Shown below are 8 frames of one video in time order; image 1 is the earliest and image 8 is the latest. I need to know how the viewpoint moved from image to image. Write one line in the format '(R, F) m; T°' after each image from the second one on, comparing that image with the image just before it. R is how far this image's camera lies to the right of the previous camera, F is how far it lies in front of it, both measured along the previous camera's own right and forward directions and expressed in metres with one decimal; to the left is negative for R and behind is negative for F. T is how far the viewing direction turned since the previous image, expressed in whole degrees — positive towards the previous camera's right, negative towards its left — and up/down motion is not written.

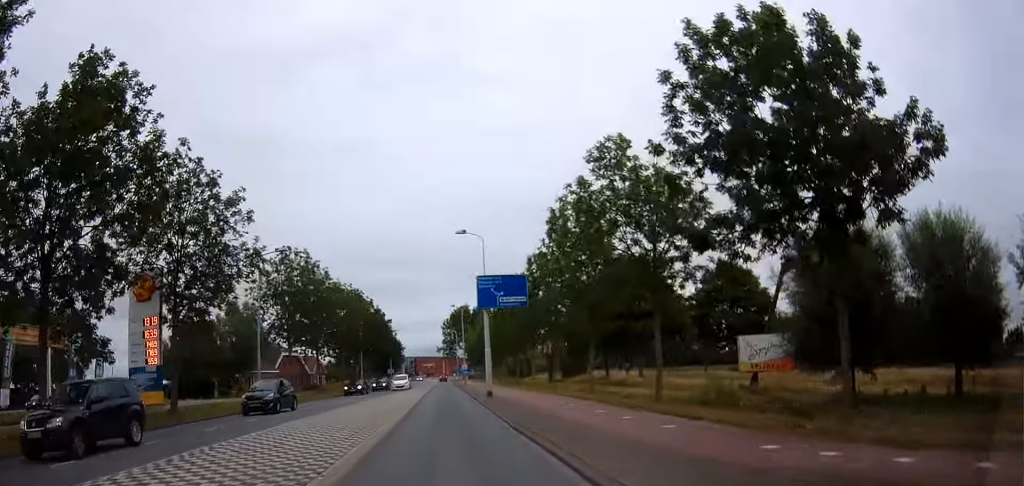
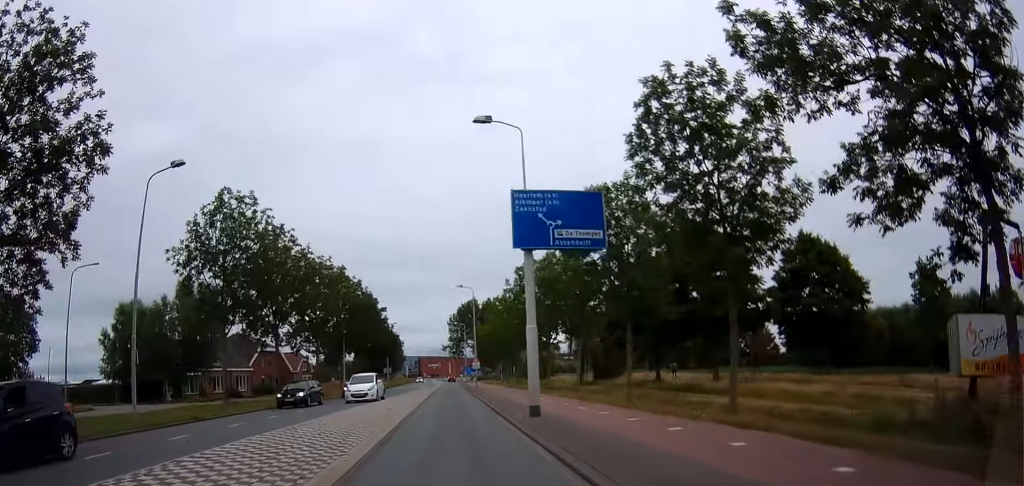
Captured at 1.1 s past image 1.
(-0.4, +15.2) m; -2°
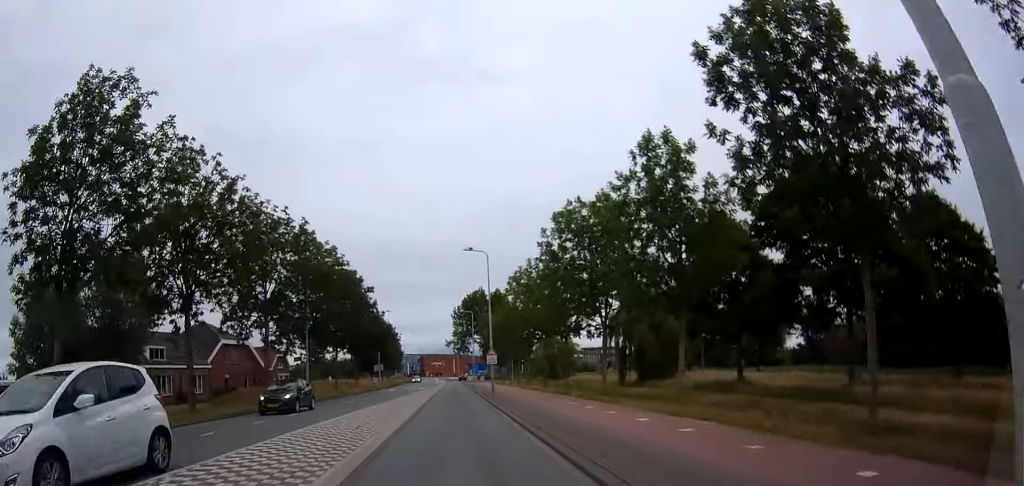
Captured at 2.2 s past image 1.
(0.0, +15.1) m; 0°
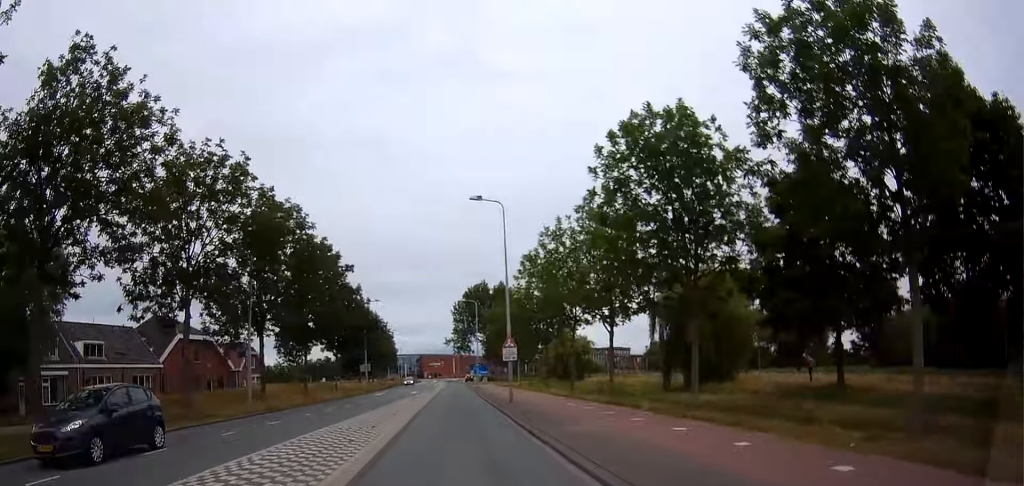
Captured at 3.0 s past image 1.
(0.0, +11.3) m; 0°
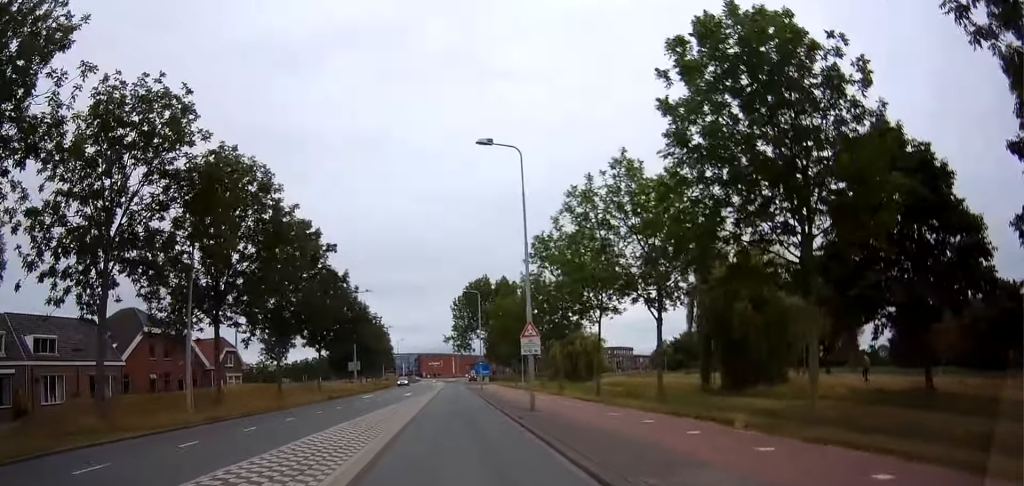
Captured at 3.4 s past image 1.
(0.0, +6.8) m; 0°
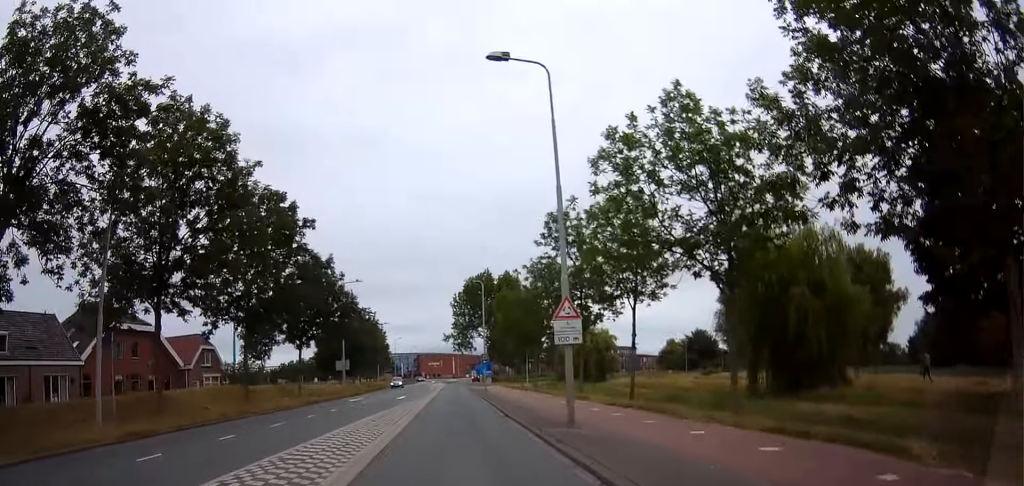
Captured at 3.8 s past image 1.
(0.0, +6.1) m; 0°
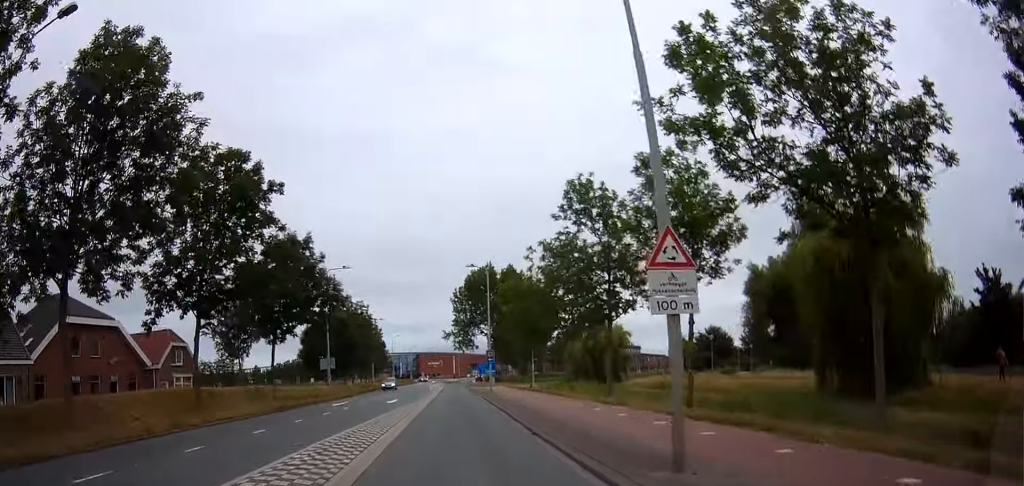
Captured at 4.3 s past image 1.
(0.0, +6.4) m; +1°
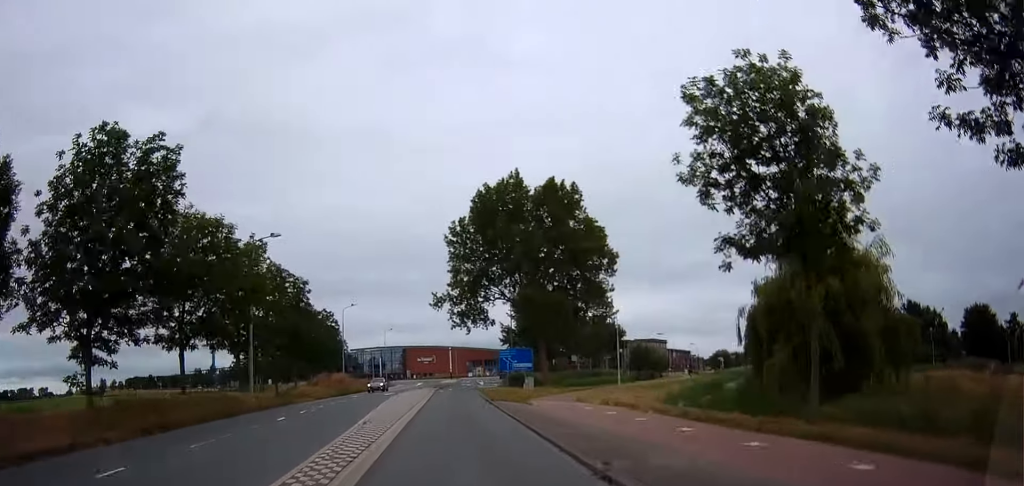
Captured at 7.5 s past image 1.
(+0.2, +47.3) m; -1°
